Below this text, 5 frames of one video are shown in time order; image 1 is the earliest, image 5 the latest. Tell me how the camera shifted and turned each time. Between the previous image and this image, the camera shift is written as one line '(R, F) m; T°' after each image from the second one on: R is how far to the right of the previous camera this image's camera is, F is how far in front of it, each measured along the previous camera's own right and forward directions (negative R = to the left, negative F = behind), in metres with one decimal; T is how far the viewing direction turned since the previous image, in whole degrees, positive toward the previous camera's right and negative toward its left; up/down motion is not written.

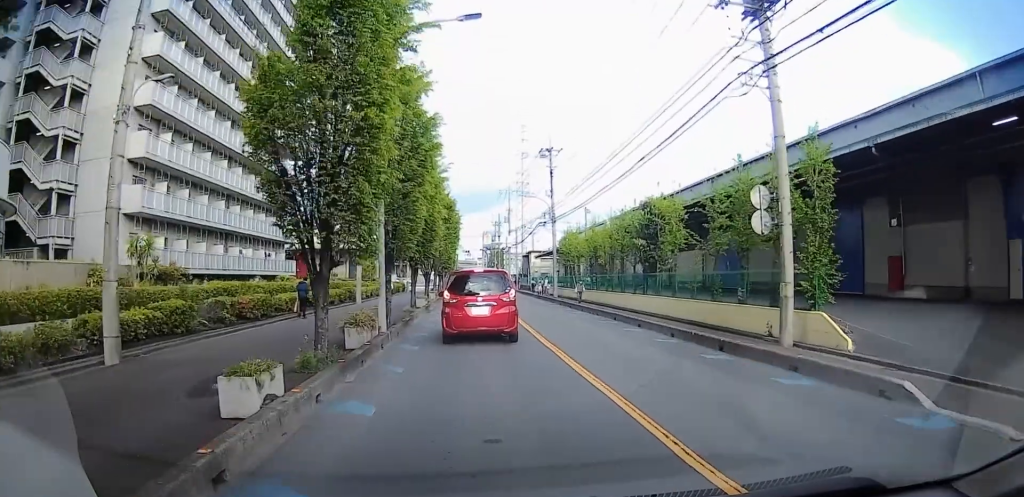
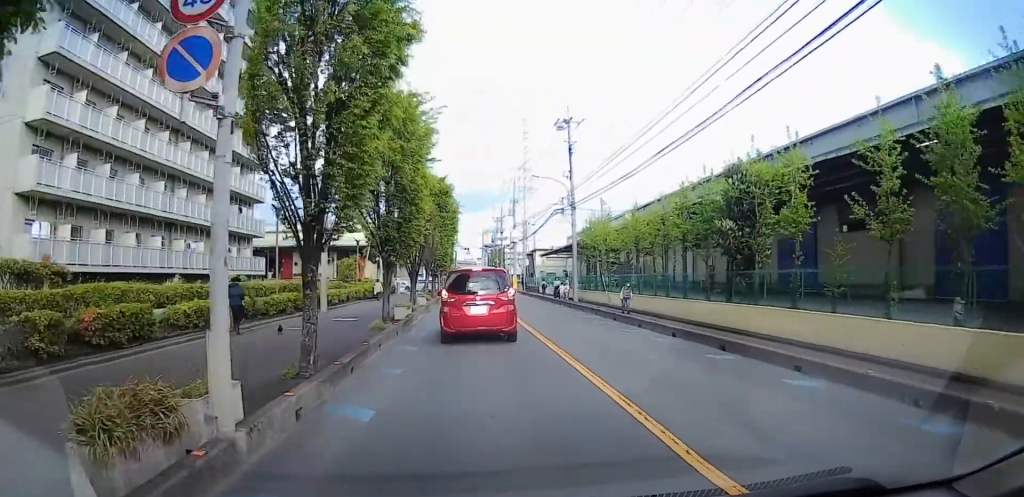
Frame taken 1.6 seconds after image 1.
(0.0, +9.5) m; 0°
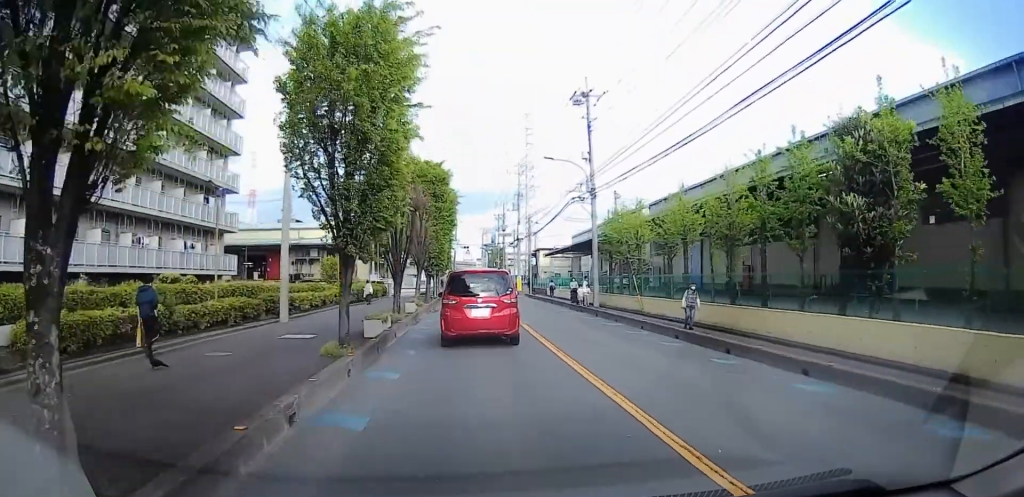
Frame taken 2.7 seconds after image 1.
(0.0, +6.8) m; 0°
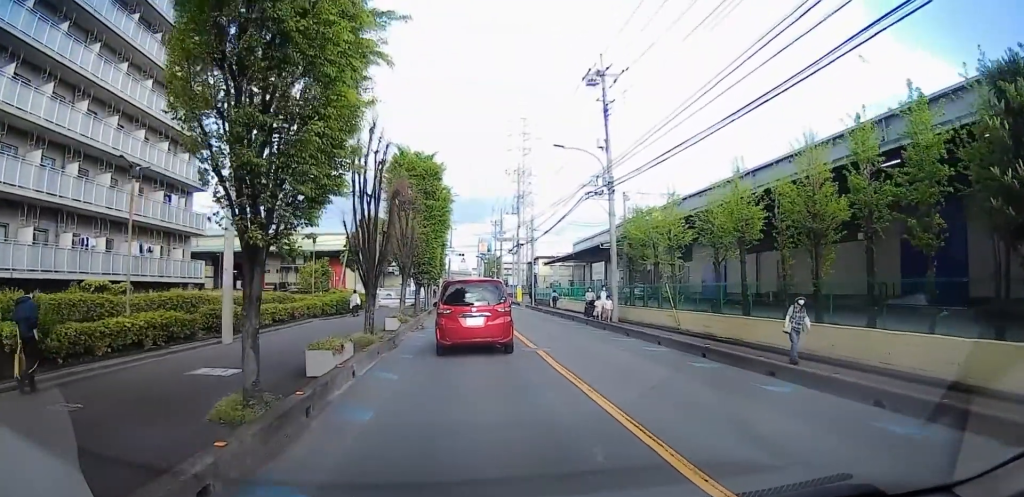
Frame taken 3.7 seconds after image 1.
(0.0, +6.0) m; 0°
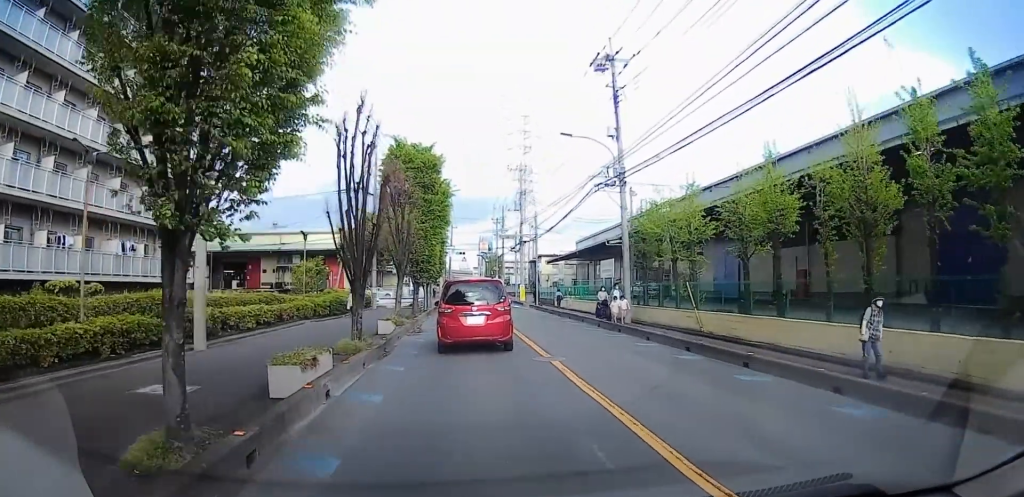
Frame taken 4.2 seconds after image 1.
(0.0, +2.7) m; -1°
